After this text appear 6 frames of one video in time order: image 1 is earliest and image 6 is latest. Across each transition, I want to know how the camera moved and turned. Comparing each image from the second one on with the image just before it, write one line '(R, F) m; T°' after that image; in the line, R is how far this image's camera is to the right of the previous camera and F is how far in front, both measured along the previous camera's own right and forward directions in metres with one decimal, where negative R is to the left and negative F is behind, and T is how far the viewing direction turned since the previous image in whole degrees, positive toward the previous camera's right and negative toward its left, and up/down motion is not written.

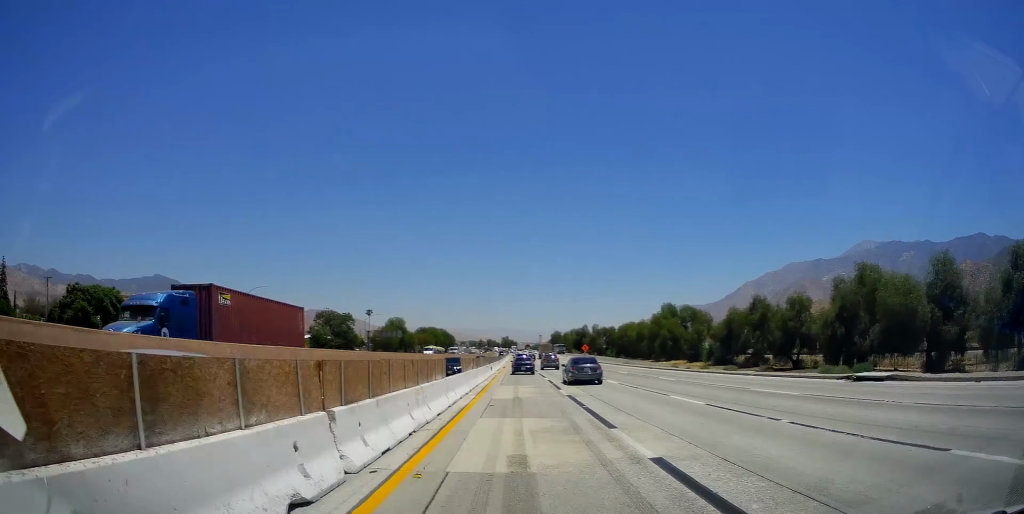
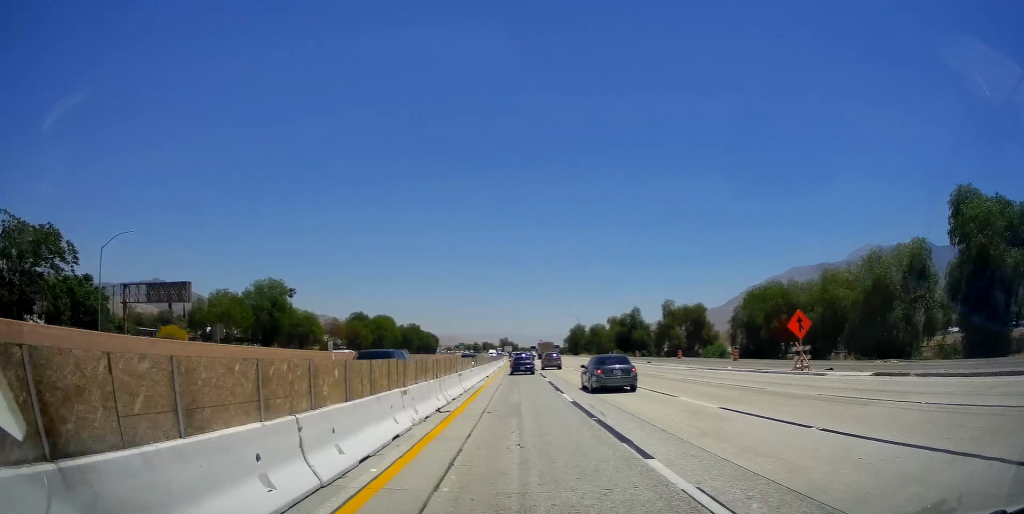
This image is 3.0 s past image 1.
(+0.5, +103.0) m; 0°
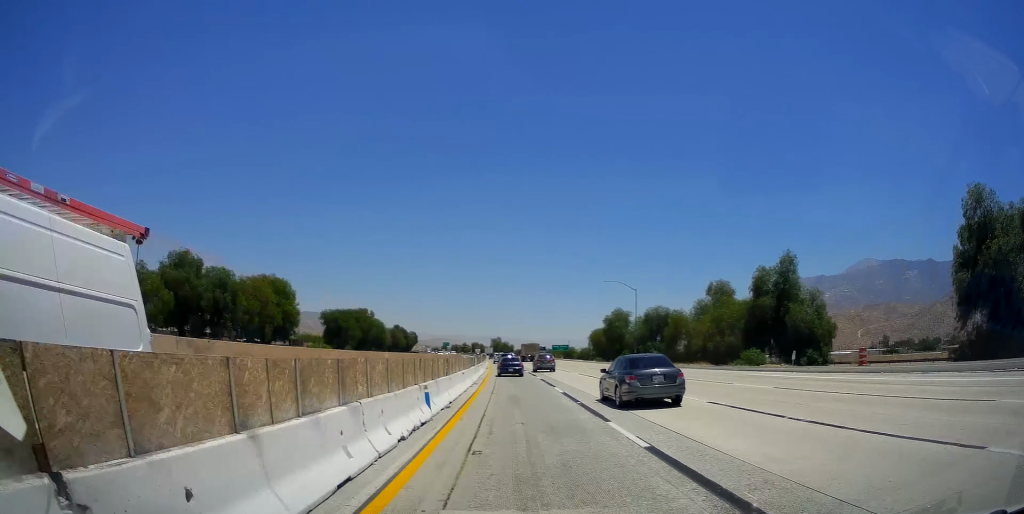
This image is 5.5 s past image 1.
(0.0, +84.6) m; 0°
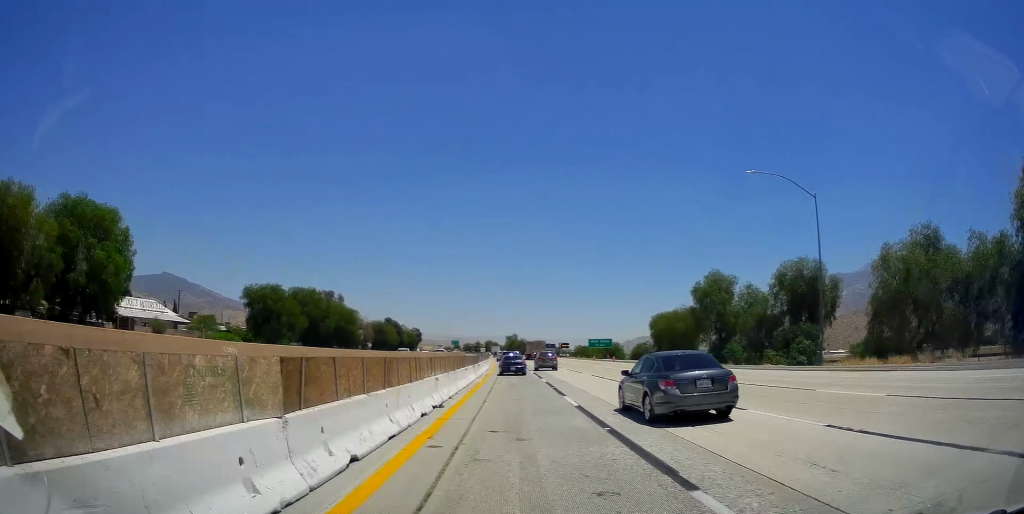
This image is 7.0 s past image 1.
(-0.2, +50.1) m; -1°
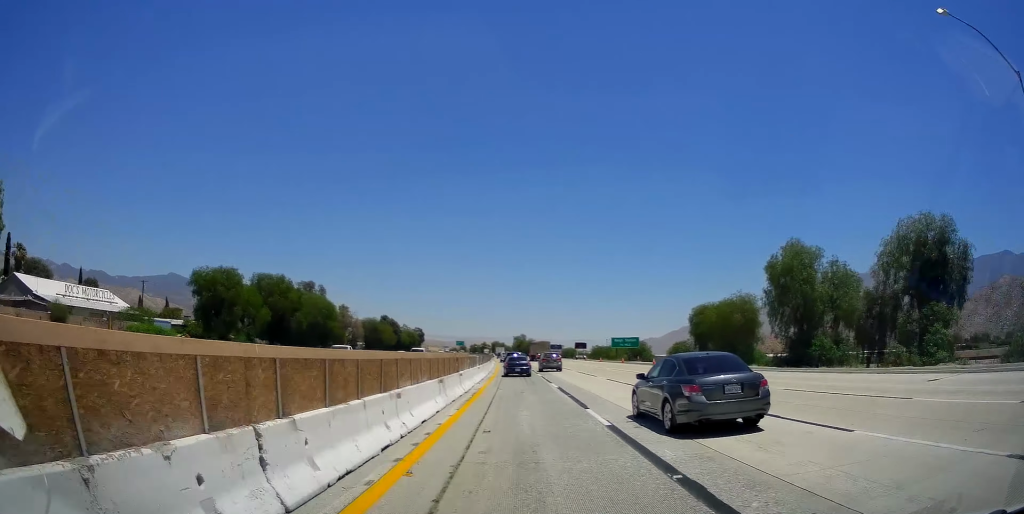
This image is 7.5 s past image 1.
(-0.2, +19.1) m; -1°
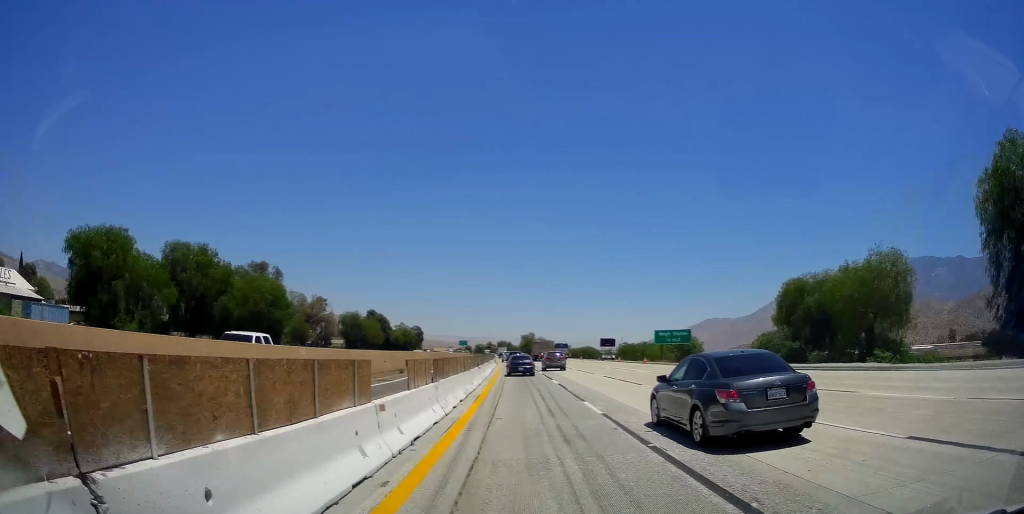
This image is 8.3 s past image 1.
(-0.2, +26.1) m; -1°
